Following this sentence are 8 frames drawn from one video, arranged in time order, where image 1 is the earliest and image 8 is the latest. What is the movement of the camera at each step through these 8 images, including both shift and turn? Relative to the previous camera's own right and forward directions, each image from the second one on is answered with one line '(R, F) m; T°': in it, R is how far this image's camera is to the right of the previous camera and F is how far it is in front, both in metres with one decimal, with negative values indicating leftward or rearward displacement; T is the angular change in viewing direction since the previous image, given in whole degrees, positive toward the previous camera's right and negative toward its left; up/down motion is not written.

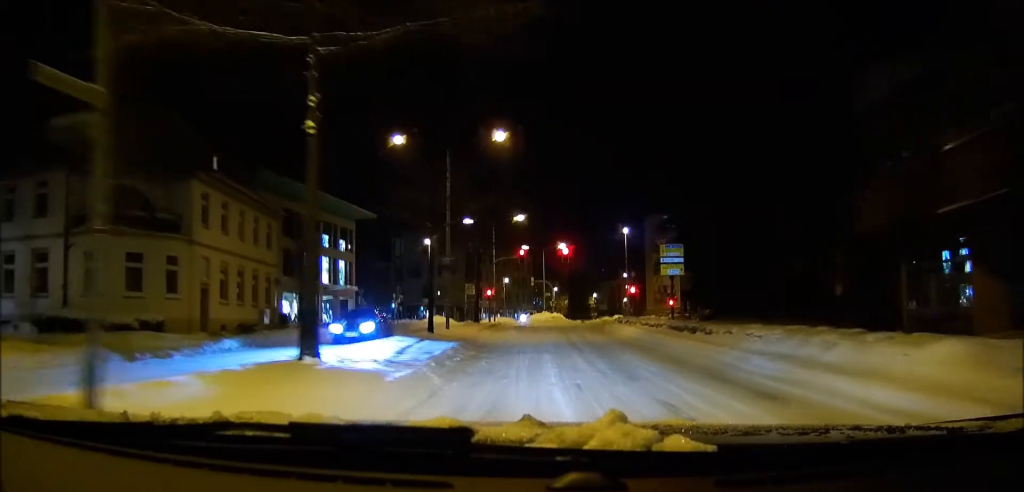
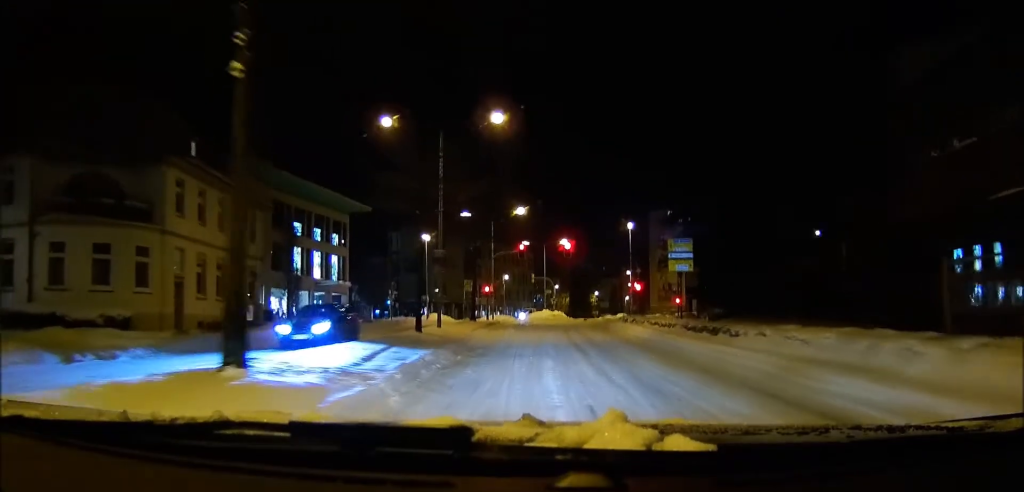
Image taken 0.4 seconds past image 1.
(0.0, +2.8) m; 0°
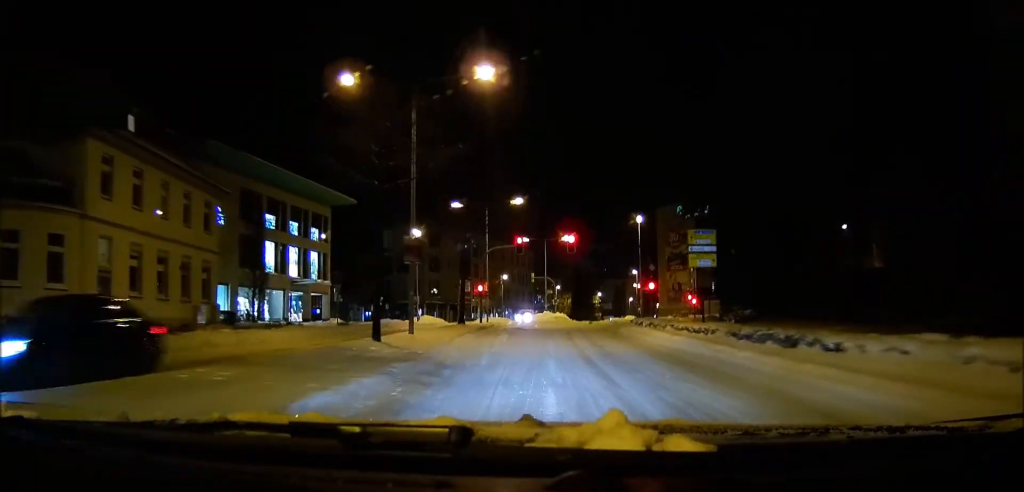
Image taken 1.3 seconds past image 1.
(+0.1, +6.2) m; 0°
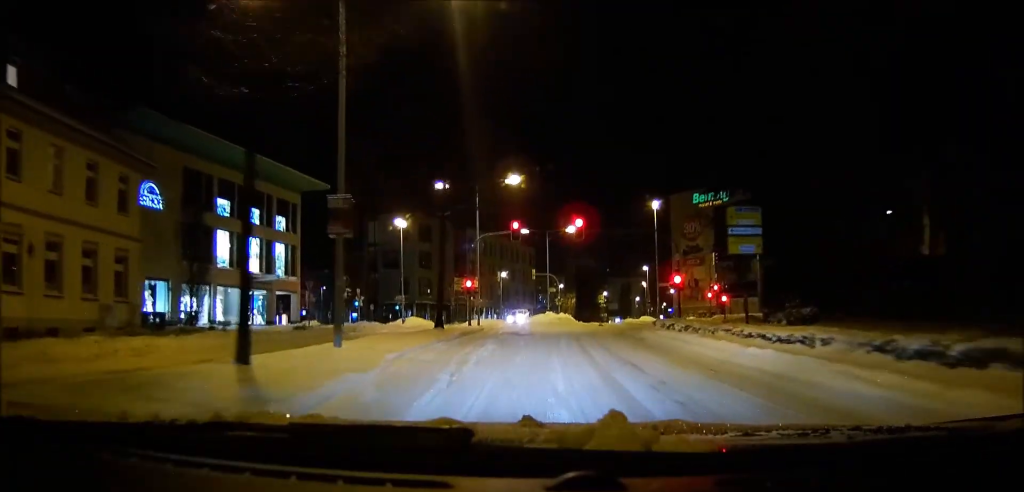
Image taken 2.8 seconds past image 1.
(-0.1, +8.8) m; -1°
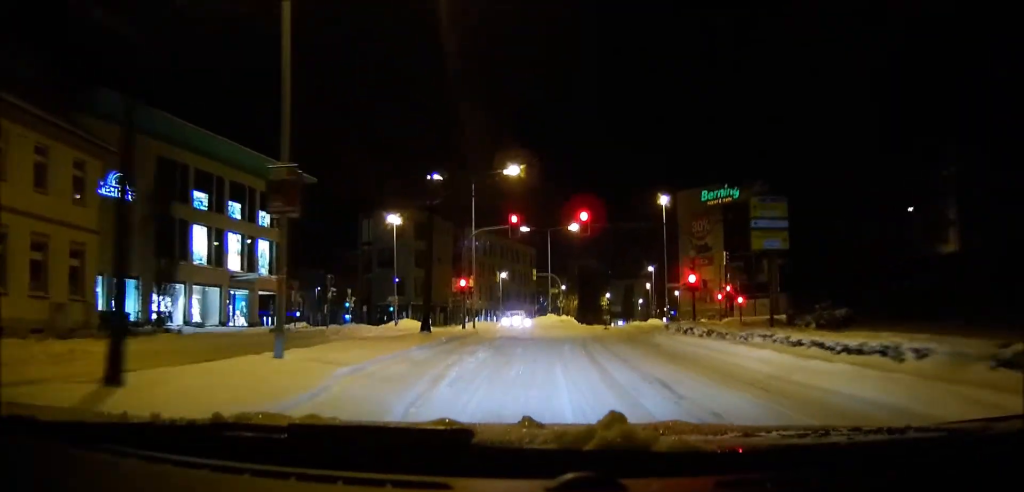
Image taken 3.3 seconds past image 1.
(0.0, +3.3) m; 0°
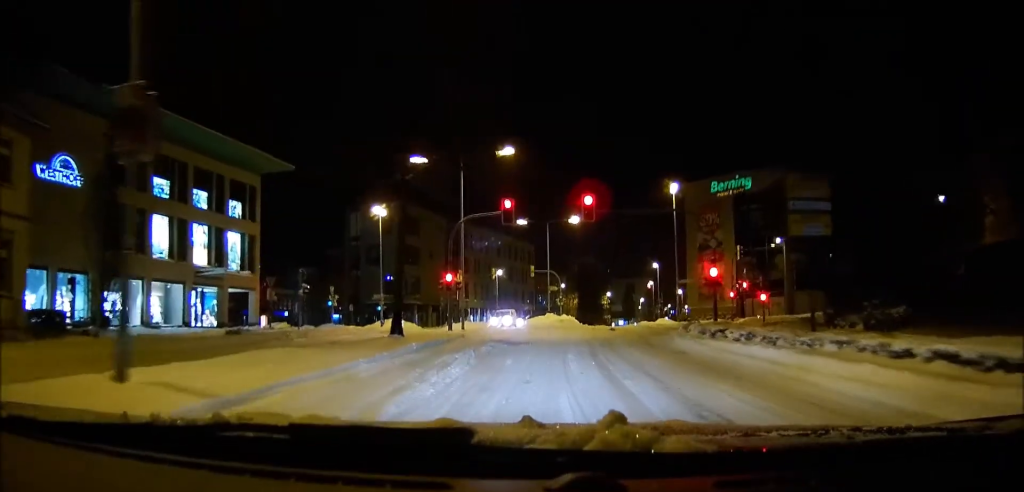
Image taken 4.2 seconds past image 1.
(0.0, +4.7) m; 0°
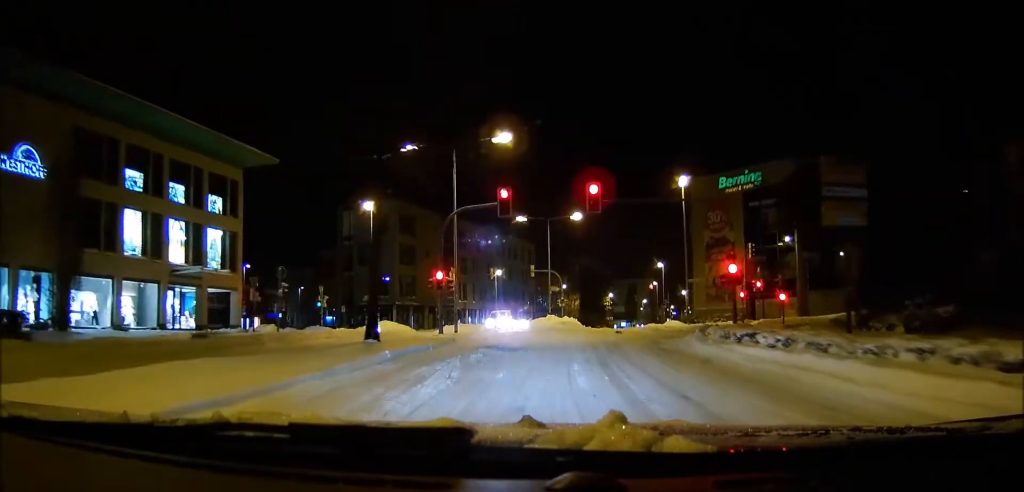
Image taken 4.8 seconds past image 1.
(0.0, +2.9) m; 0°
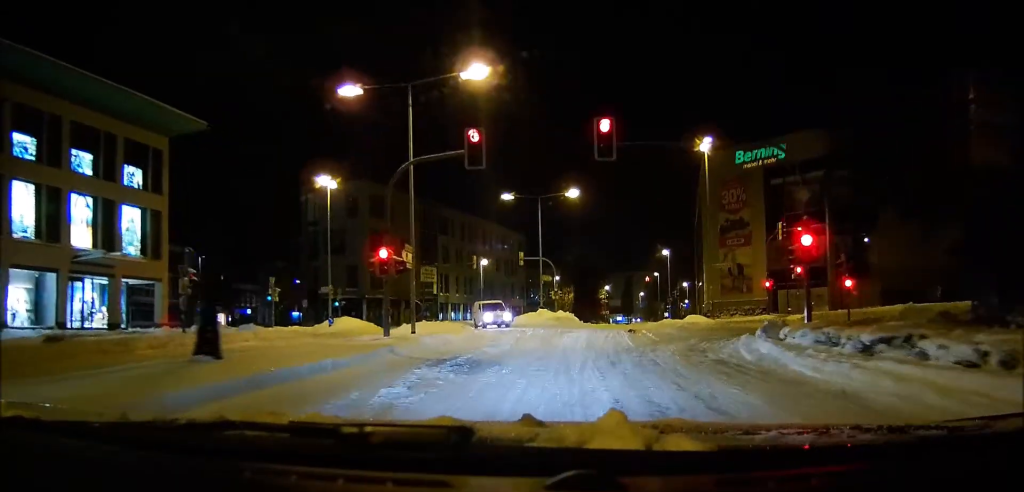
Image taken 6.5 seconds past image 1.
(0.0, +7.9) m; +2°
